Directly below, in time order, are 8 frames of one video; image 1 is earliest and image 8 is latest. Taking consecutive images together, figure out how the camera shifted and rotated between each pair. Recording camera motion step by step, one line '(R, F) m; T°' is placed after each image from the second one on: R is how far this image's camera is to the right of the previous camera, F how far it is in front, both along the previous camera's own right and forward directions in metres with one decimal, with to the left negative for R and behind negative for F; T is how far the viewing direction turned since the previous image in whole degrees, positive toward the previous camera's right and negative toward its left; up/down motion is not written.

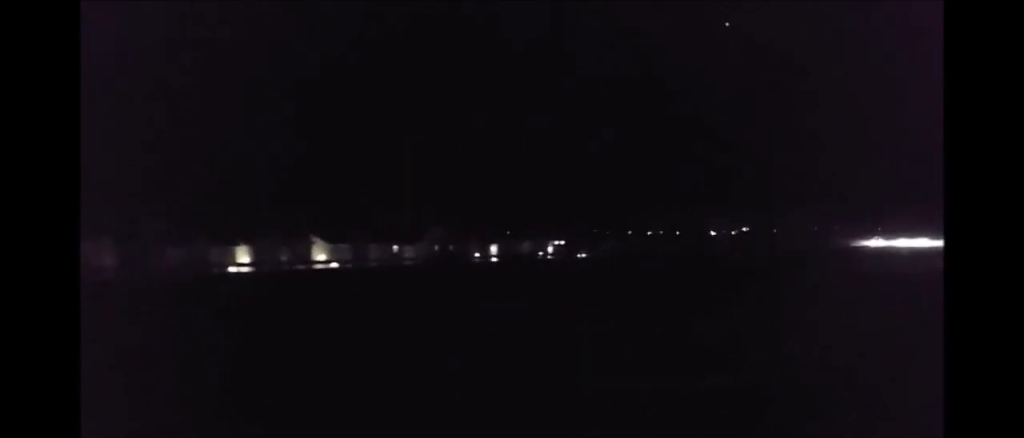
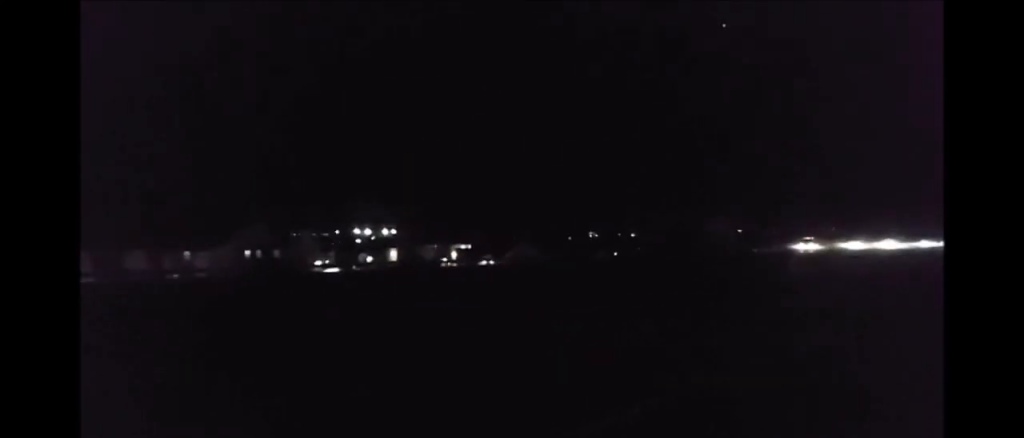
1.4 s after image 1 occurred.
(0.0, +40.1) m; 0°
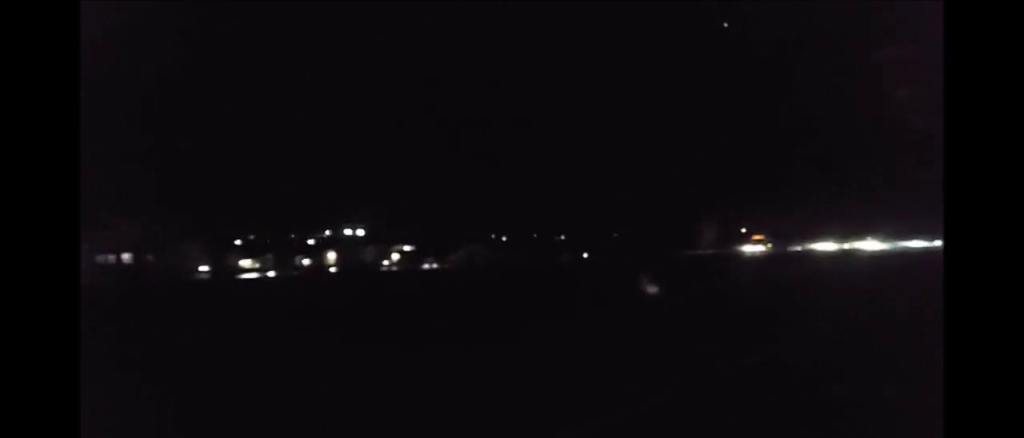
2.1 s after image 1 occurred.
(0.0, +18.8) m; 0°
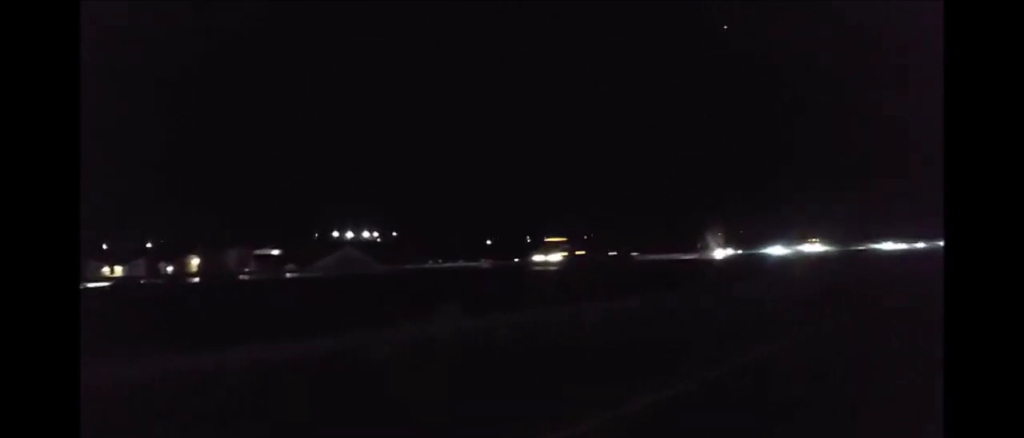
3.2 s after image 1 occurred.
(0.0, +30.7) m; 0°
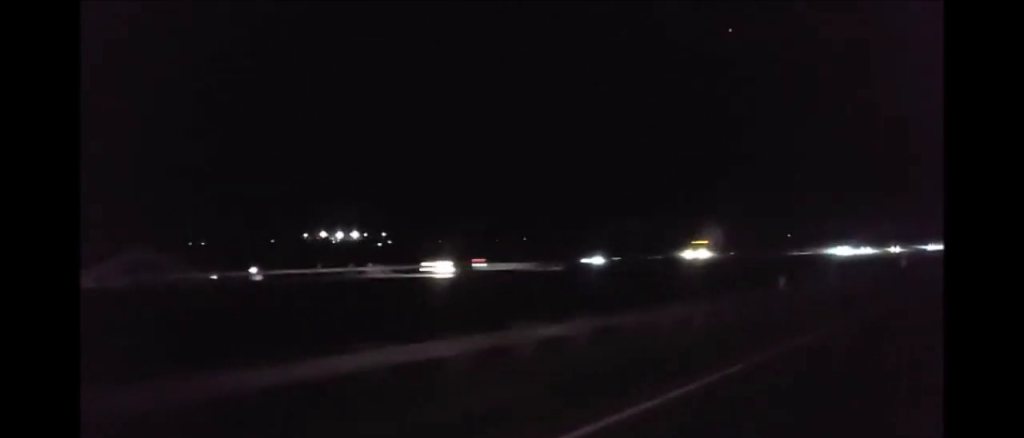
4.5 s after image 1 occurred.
(0.0, +32.7) m; 0°
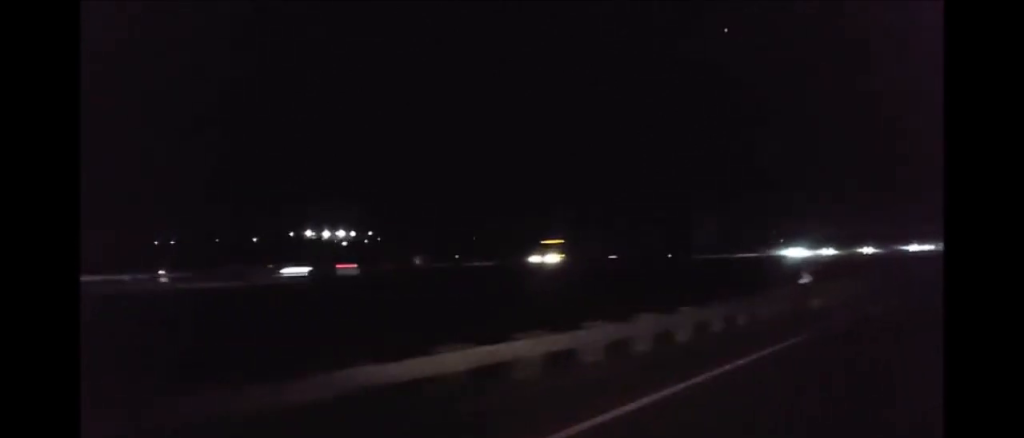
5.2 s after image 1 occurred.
(0.0, +18.8) m; 0°
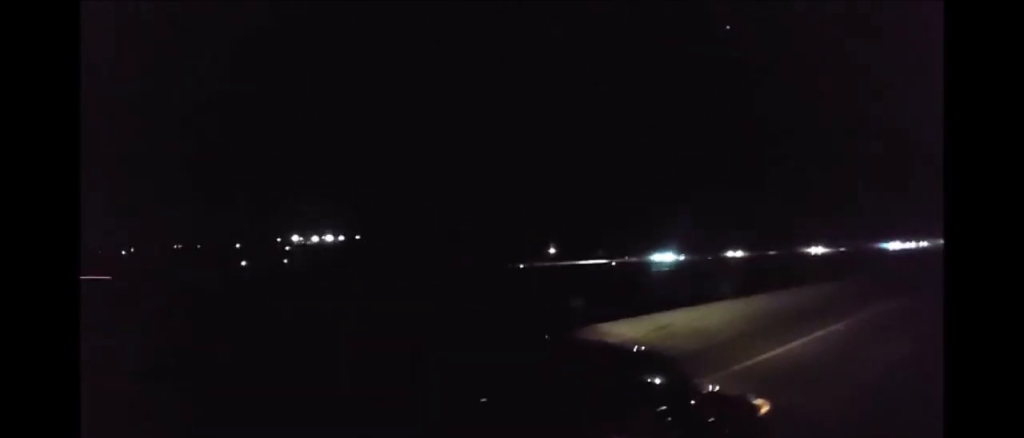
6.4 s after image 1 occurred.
(0.0, +37.1) m; 0°
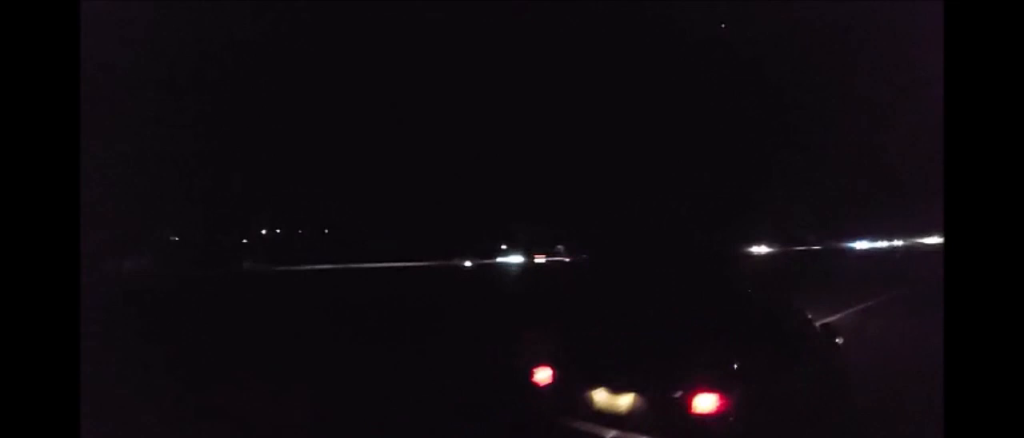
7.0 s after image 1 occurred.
(0.0, +20.2) m; 0°
